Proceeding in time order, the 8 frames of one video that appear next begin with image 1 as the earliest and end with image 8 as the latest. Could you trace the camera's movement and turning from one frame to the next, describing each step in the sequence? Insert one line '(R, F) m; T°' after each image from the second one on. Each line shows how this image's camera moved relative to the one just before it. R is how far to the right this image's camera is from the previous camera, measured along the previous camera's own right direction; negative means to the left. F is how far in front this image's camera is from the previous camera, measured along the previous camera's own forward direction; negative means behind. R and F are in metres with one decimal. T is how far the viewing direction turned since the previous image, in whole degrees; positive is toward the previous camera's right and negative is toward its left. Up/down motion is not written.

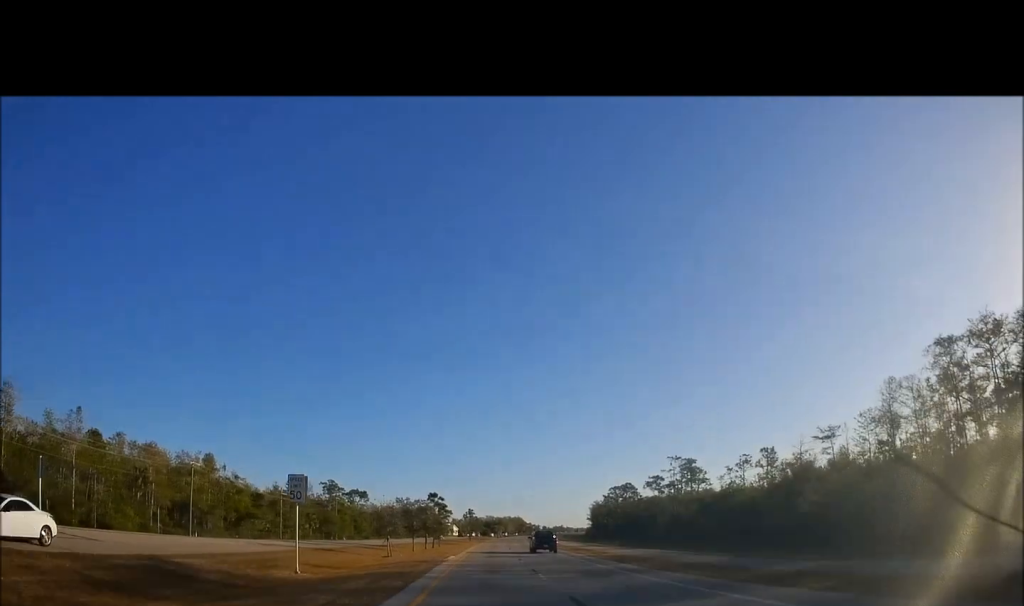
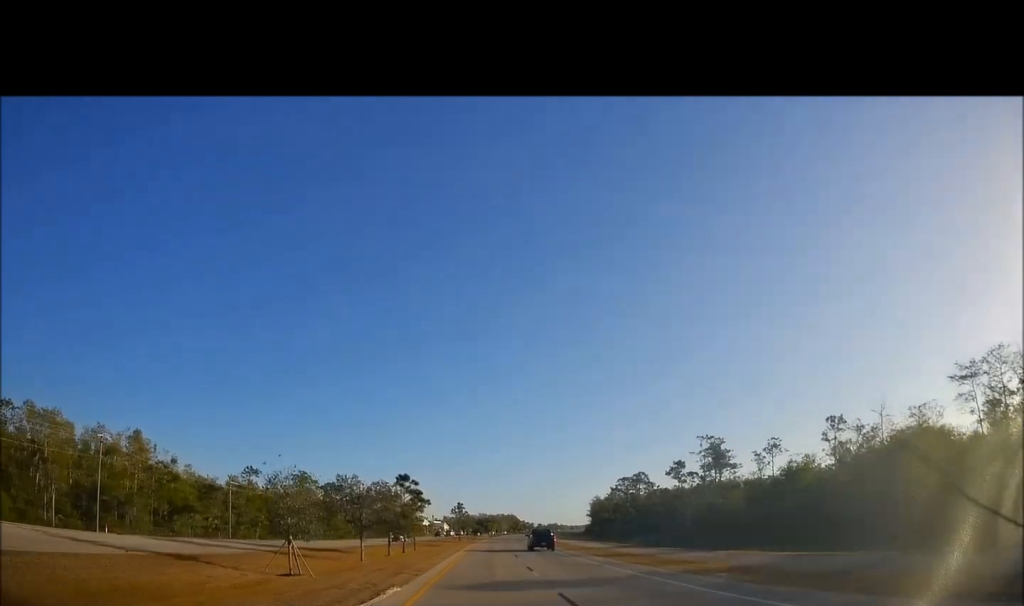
(0.0, +22.6) m; 0°
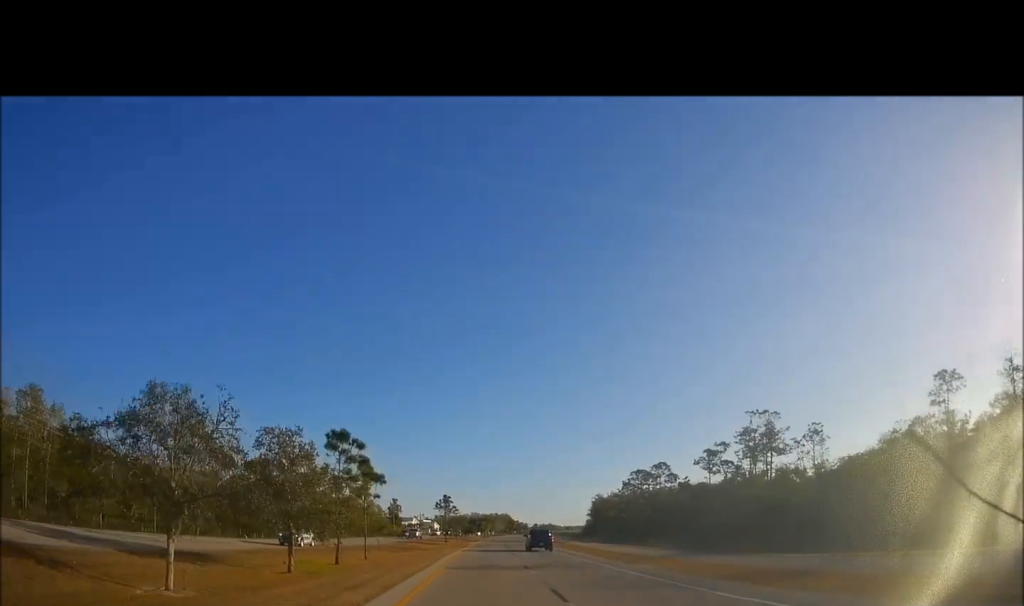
(-0.1, +23.6) m; 0°
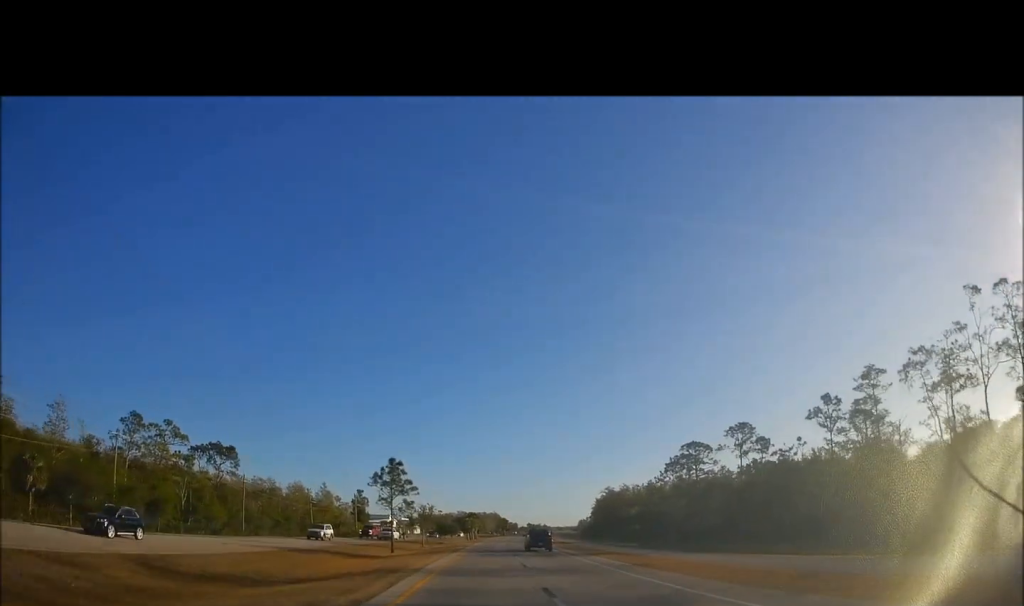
(+1.7, +47.0) m; +3°
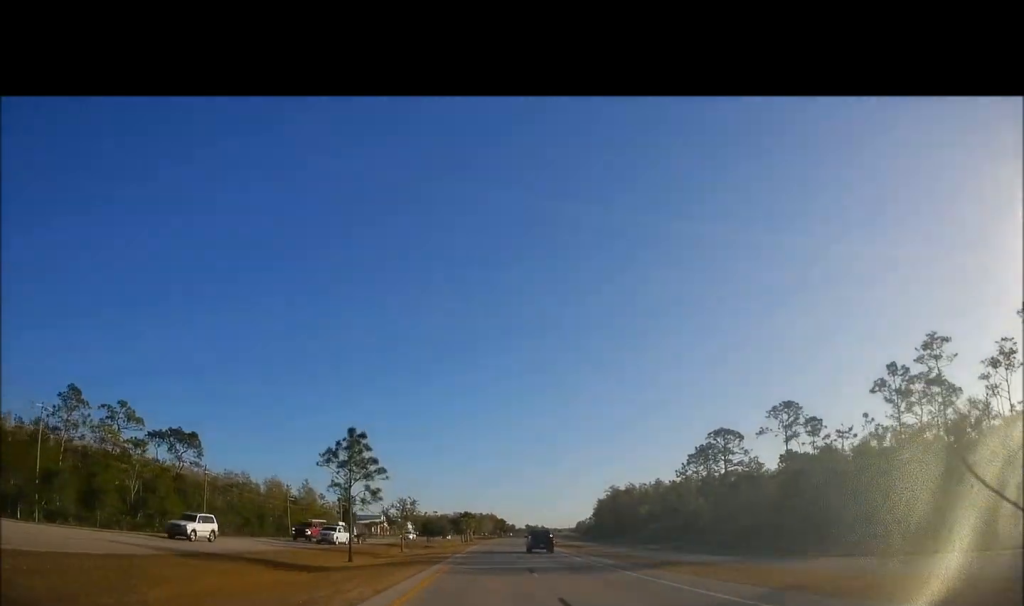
(0.0, +14.5) m; 0°
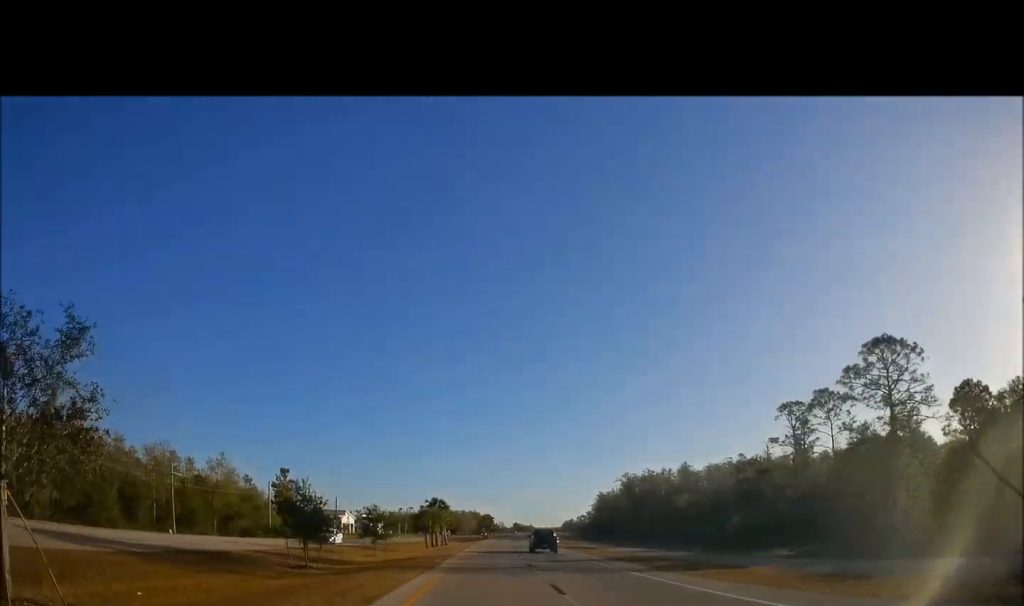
(+0.1, +44.6) m; 0°
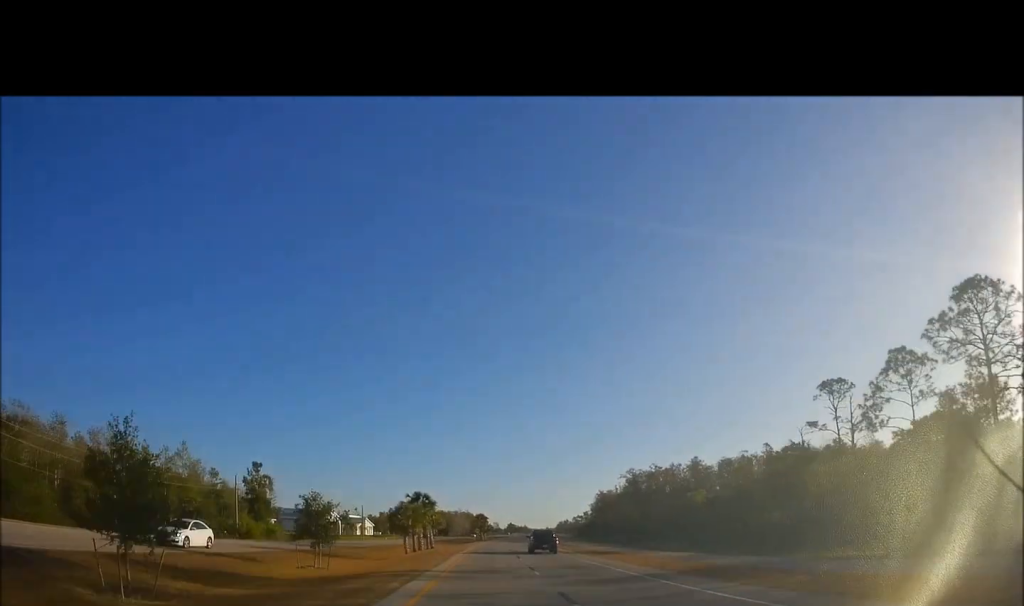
(0.0, +13.9) m; 0°
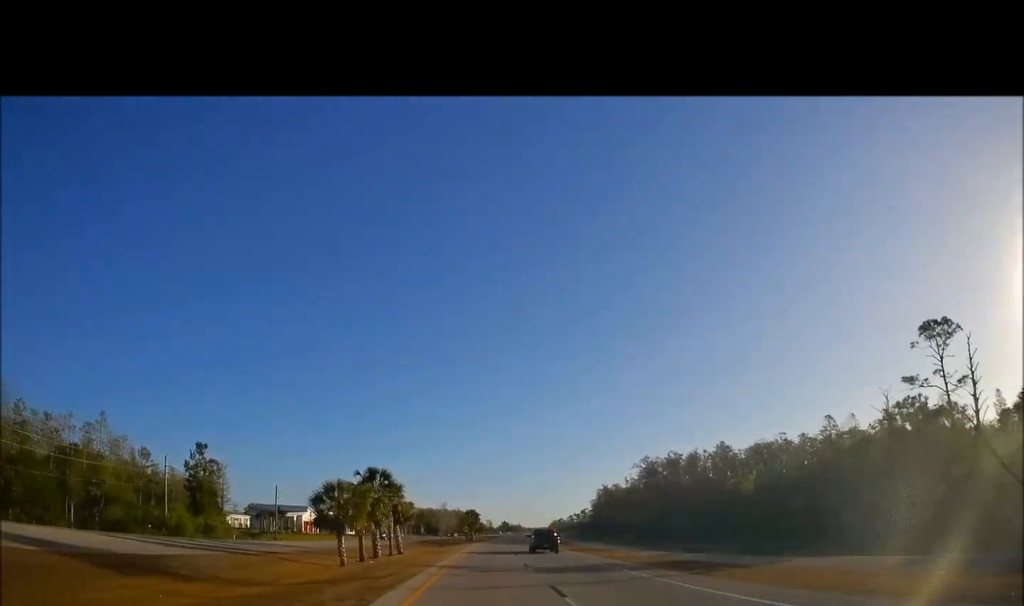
(+0.1, +23.2) m; +1°
